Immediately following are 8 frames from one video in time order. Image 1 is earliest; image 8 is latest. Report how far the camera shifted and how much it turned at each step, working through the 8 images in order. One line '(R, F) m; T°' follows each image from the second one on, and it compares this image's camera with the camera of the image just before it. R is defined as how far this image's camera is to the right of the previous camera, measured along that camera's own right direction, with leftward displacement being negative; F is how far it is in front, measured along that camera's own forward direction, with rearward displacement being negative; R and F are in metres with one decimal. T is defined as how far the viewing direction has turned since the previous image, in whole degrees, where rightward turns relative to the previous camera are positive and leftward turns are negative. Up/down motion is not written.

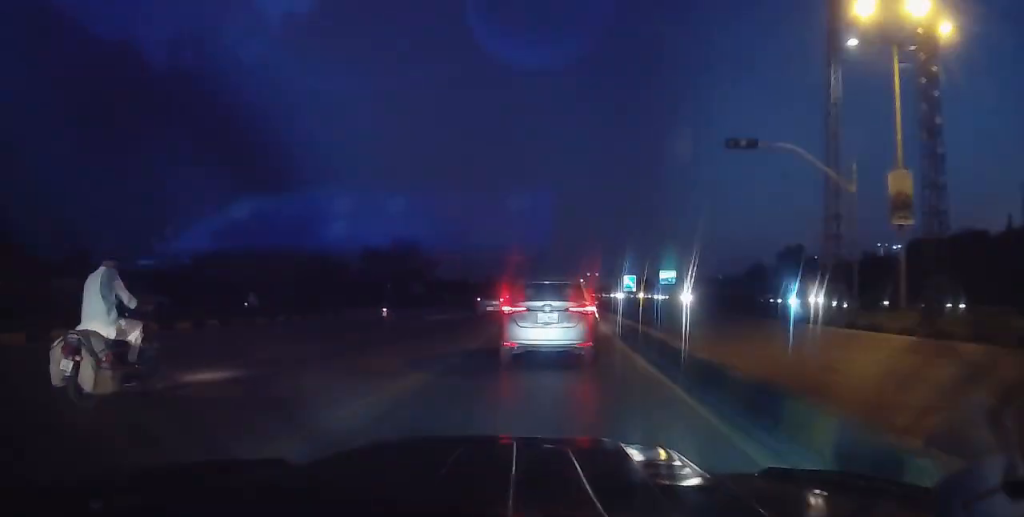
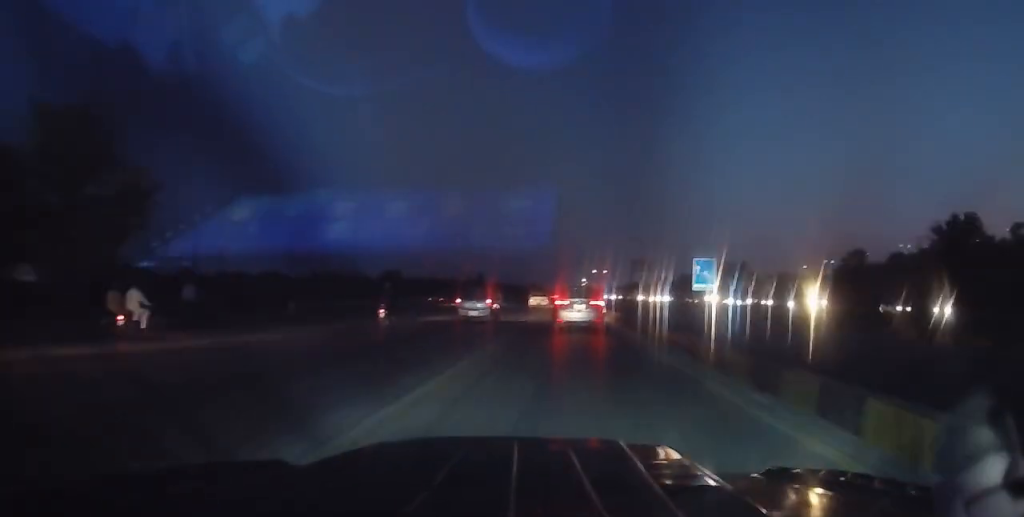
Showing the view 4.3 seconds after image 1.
(-0.2, +52.7) m; 0°
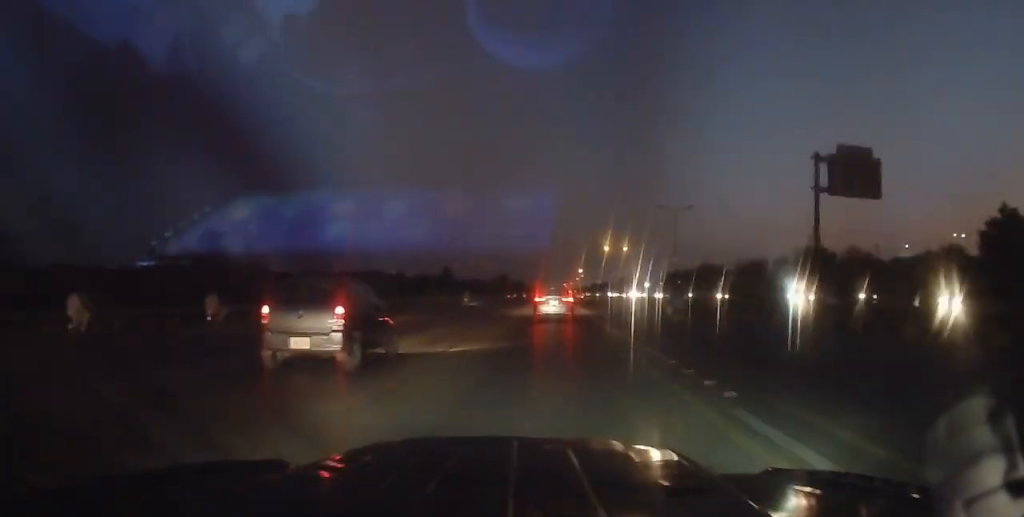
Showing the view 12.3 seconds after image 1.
(+0.9, +104.8) m; +1°
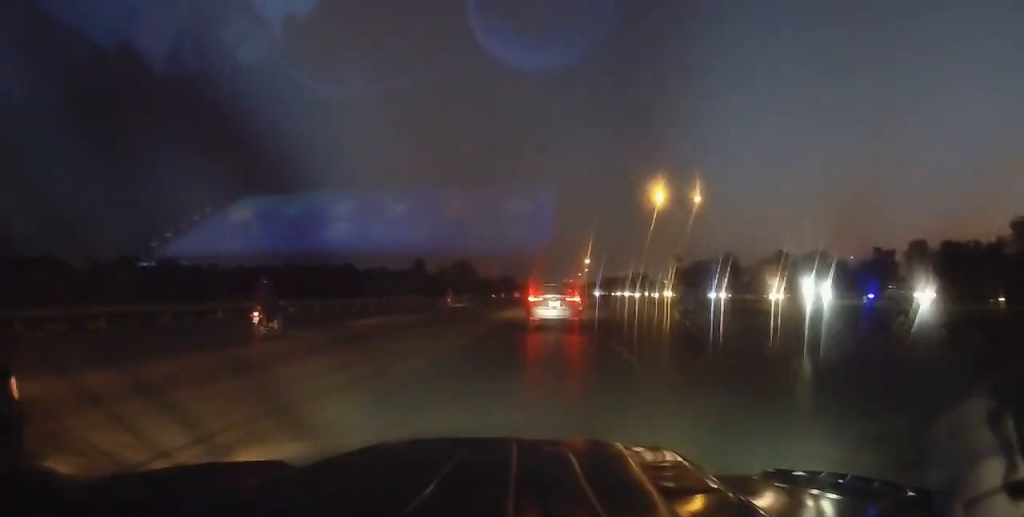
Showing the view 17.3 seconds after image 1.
(0.0, +68.9) m; 0°
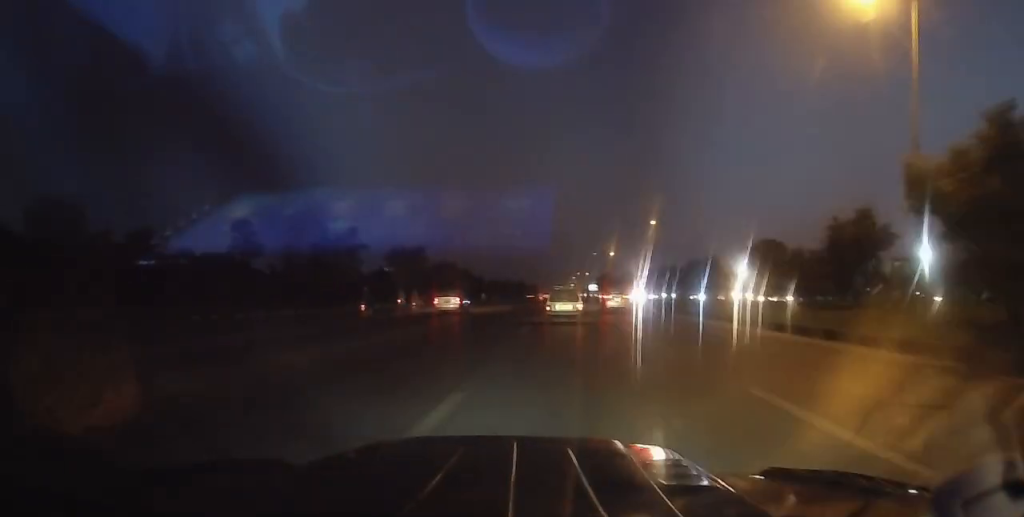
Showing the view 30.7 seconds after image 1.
(-0.3, +191.4) m; 0°
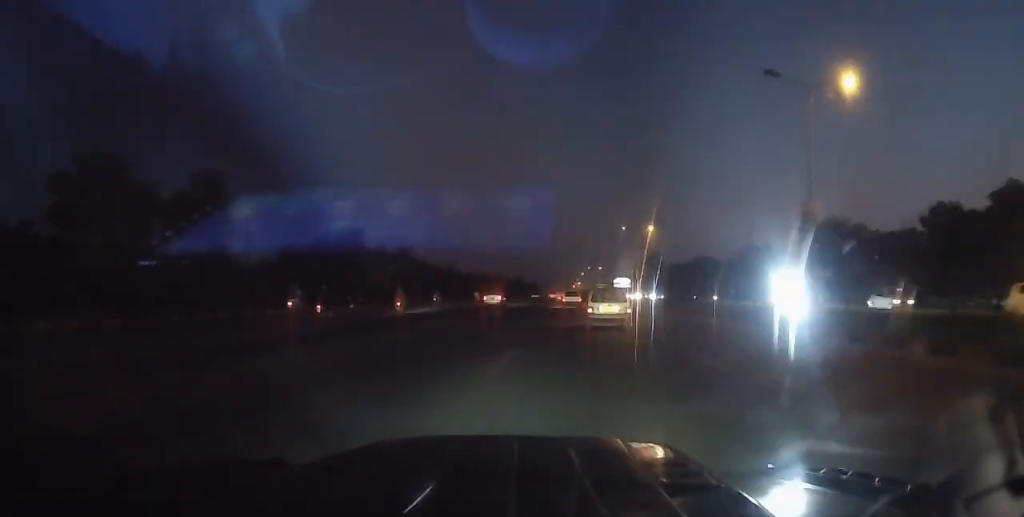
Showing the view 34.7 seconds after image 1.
(-0.2, +58.7) m; 0°
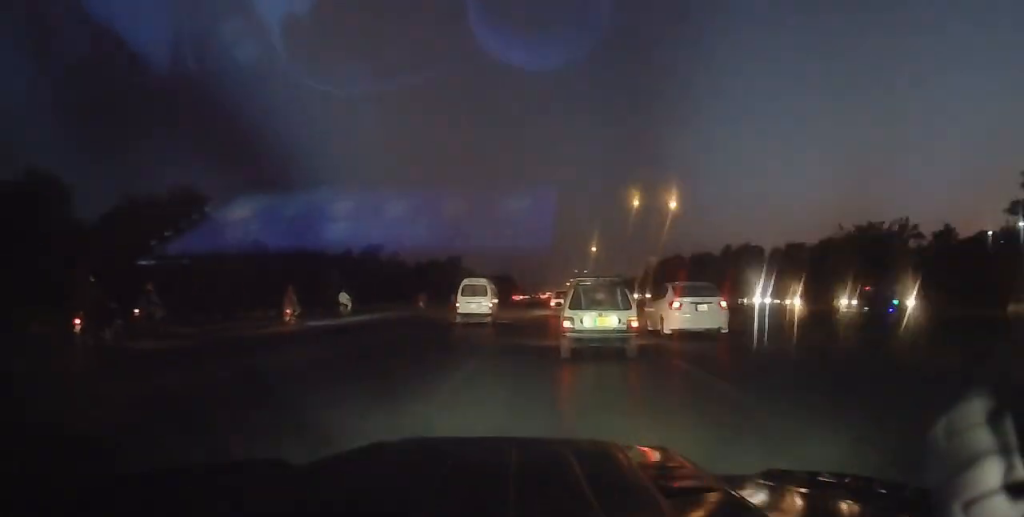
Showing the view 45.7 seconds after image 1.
(0.0, +160.4) m; 0°
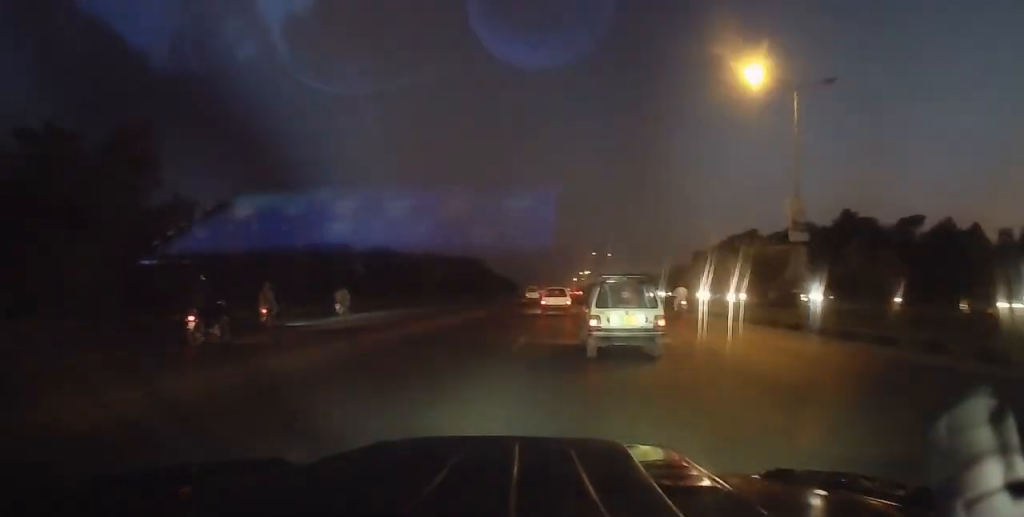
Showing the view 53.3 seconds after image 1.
(-0.2, +108.1) m; 0°
